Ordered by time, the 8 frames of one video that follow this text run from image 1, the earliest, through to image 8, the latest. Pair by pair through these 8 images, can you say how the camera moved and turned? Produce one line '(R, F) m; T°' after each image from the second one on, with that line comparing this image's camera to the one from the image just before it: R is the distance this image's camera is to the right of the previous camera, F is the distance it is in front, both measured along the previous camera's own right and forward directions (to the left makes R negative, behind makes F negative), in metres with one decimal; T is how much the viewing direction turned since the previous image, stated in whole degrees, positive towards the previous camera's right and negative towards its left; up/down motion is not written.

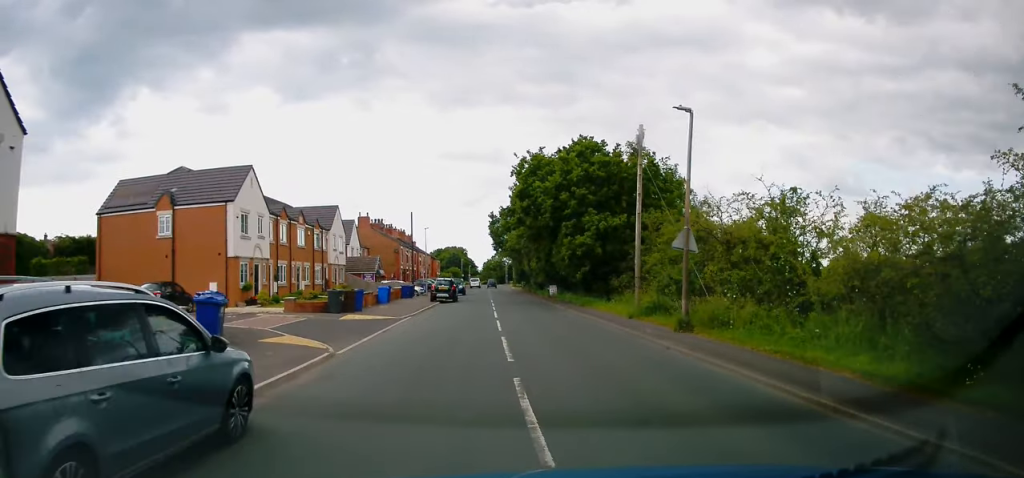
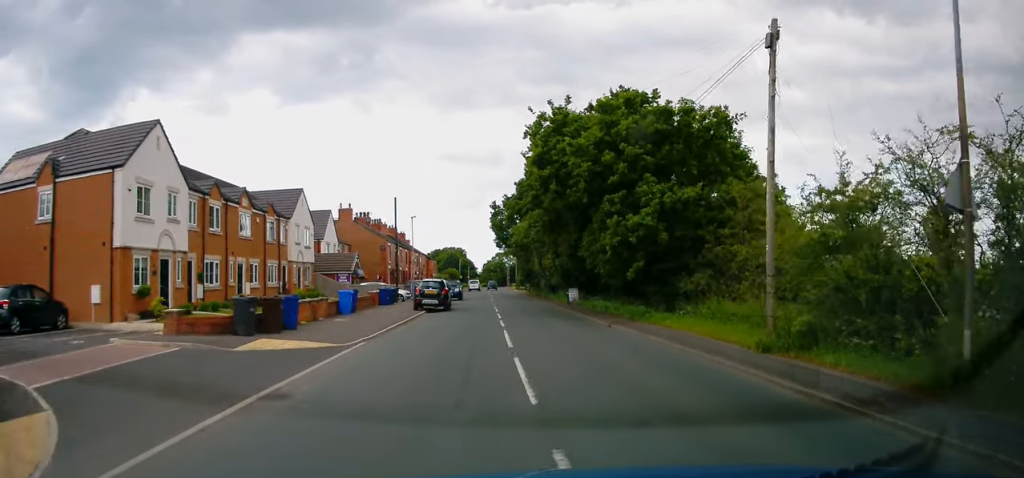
(+0.2, +10.6) m; +1°
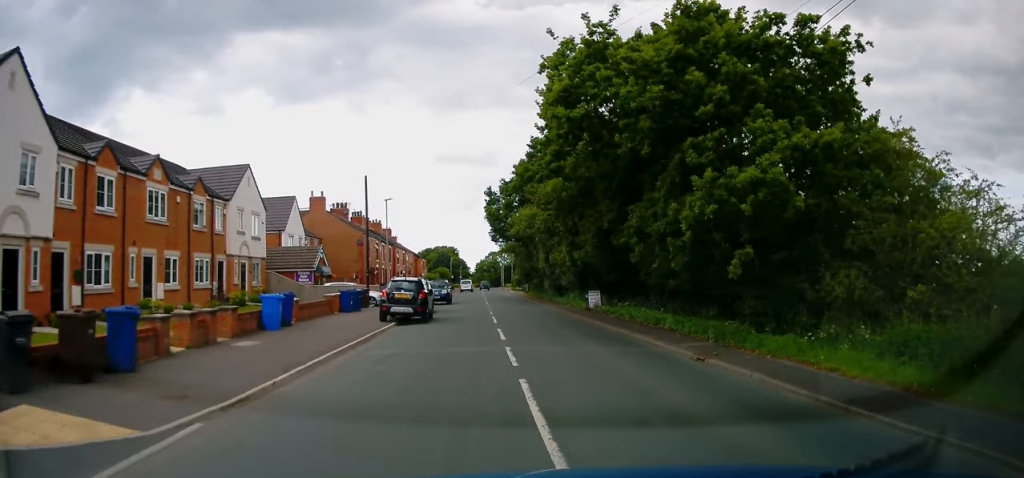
(0.0, +8.6) m; +1°
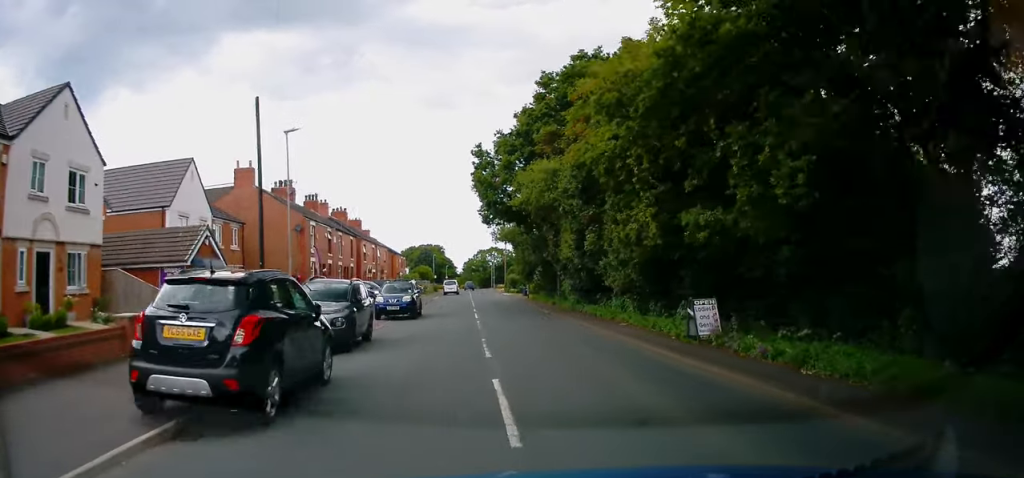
(+0.3, +15.6) m; 0°
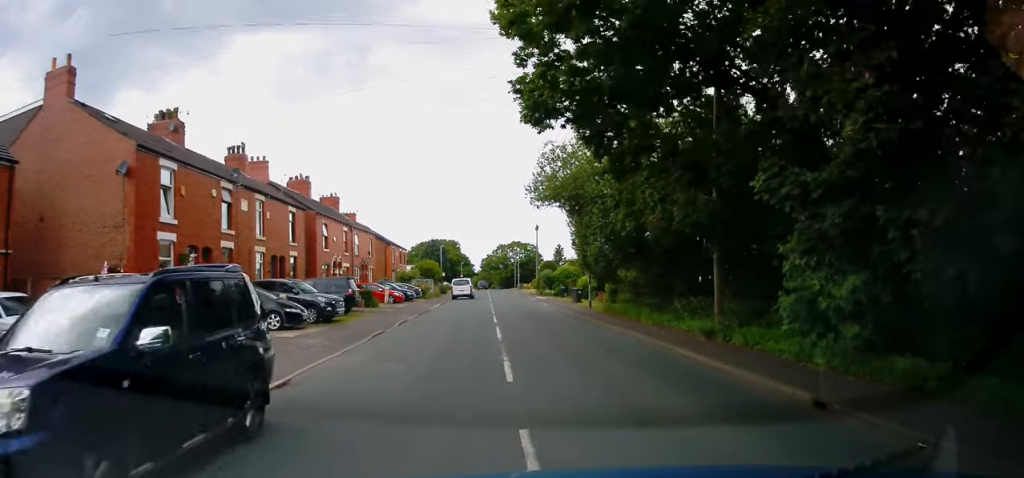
(-0.1, +22.9) m; -1°
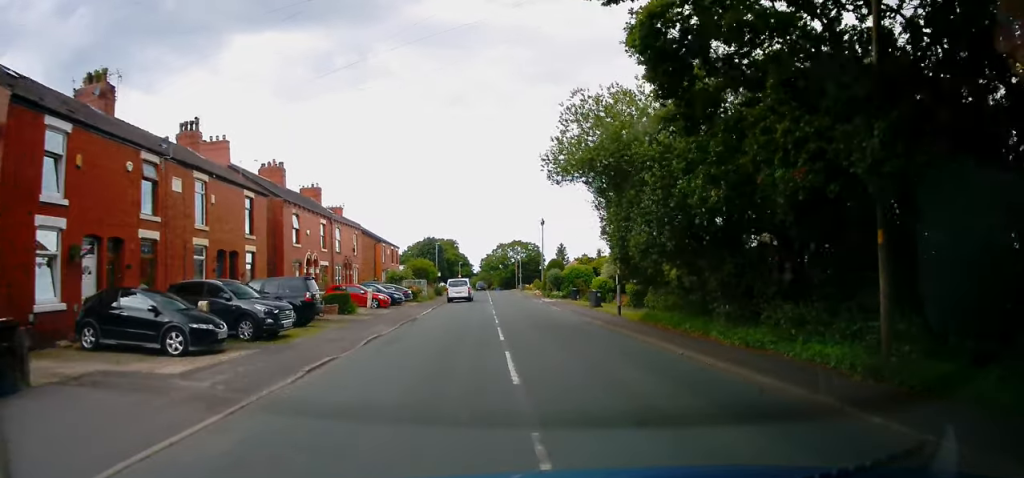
(+0.1, +6.6) m; -1°
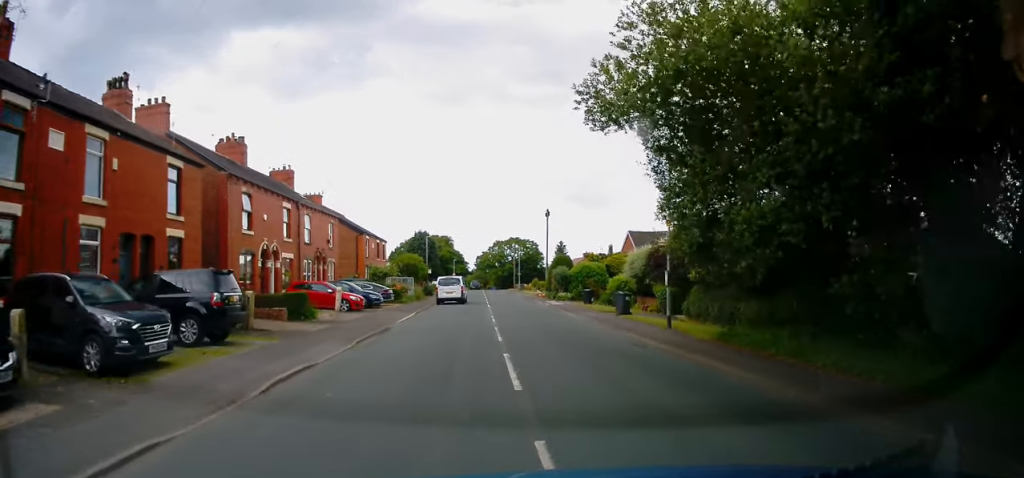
(-0.3, +6.8) m; 0°
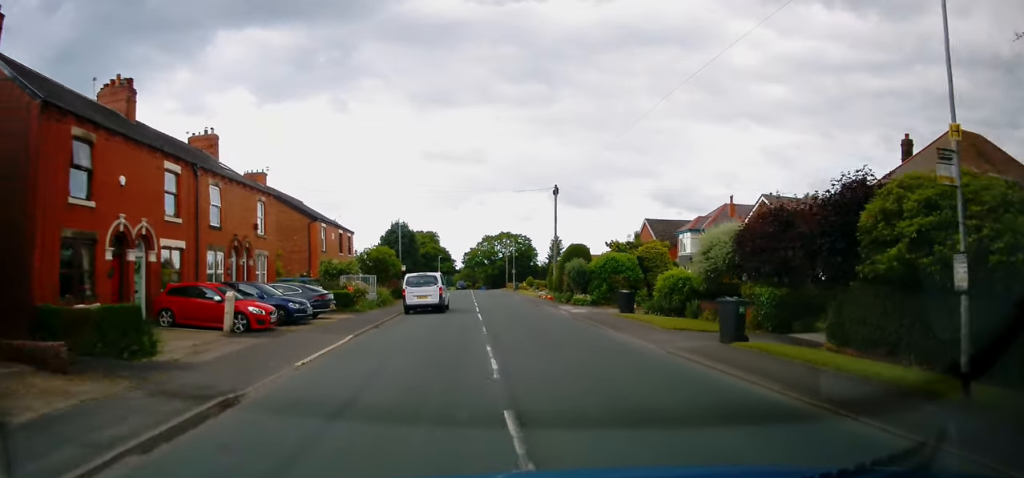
(0.0, +12.2) m; 0°
